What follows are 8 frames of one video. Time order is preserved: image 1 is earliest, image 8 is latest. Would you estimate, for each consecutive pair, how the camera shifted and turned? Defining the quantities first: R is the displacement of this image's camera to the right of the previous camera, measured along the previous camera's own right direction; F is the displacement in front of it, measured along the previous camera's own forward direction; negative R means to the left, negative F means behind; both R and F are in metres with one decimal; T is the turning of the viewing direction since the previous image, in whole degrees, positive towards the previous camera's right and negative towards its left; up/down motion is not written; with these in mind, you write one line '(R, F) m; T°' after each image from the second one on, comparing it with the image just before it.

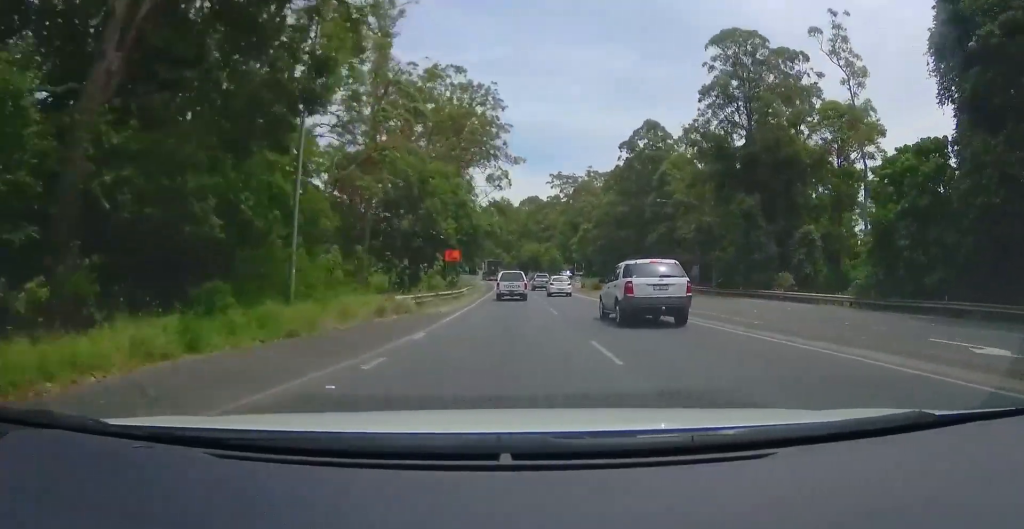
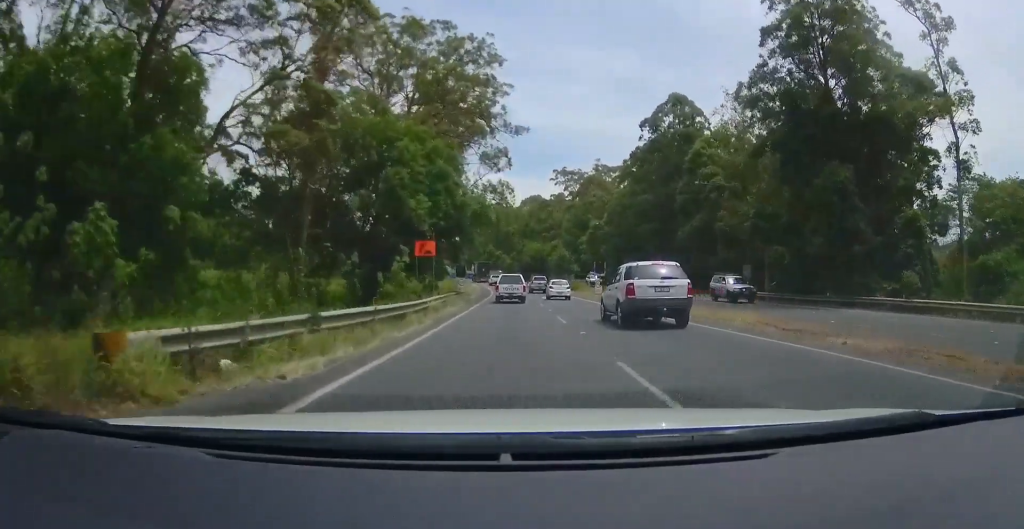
(-0.6, +14.6) m; -3°
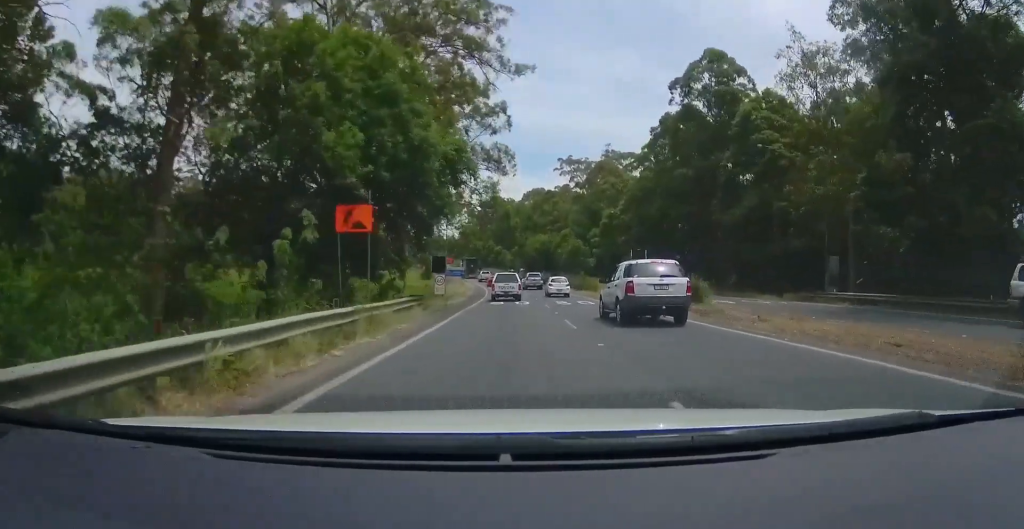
(-0.4, +14.9) m; +1°
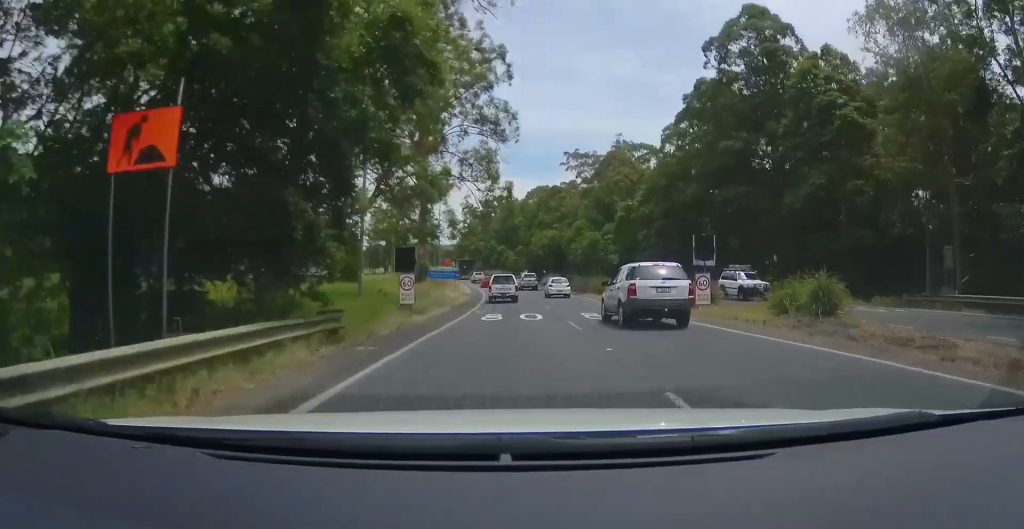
(+0.5, +11.3) m; 0°
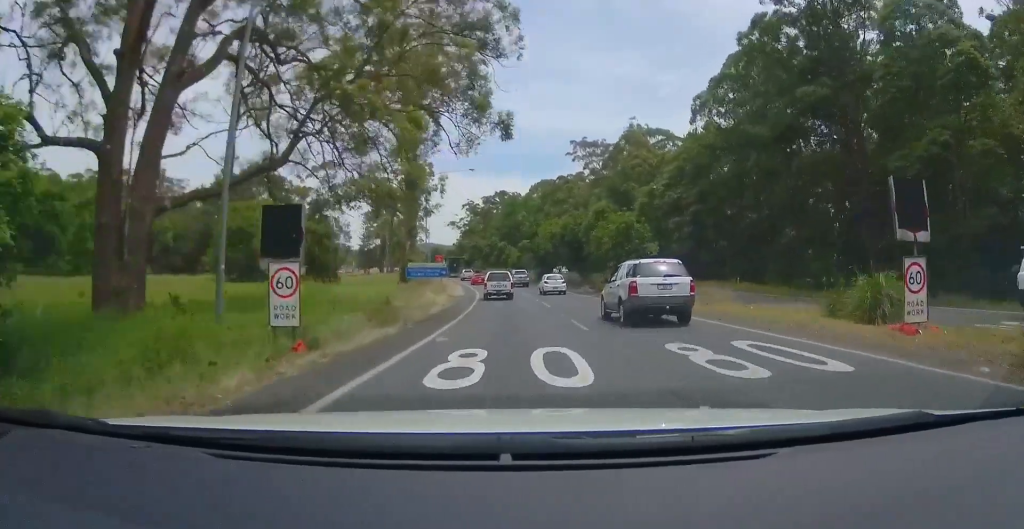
(+0.2, +12.1) m; 0°
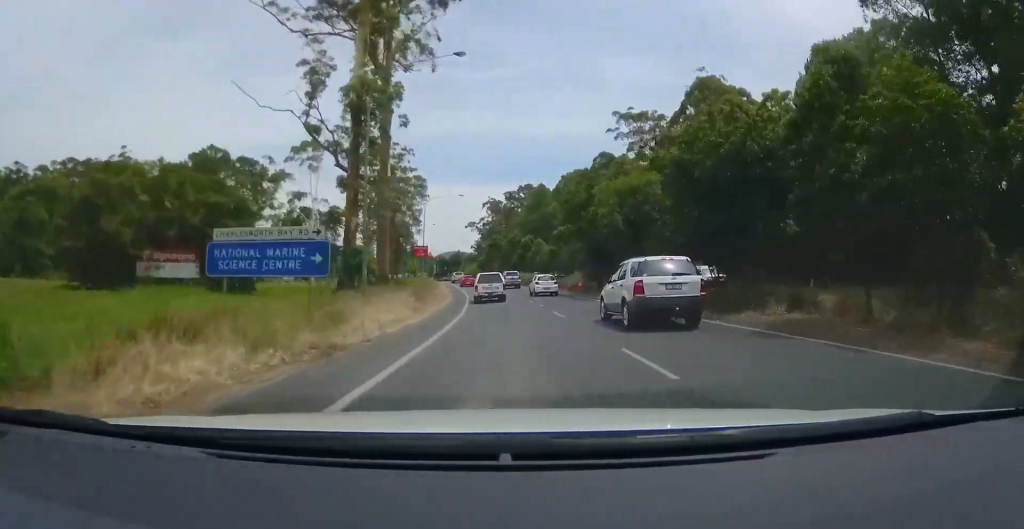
(-0.2, +31.0) m; -1°
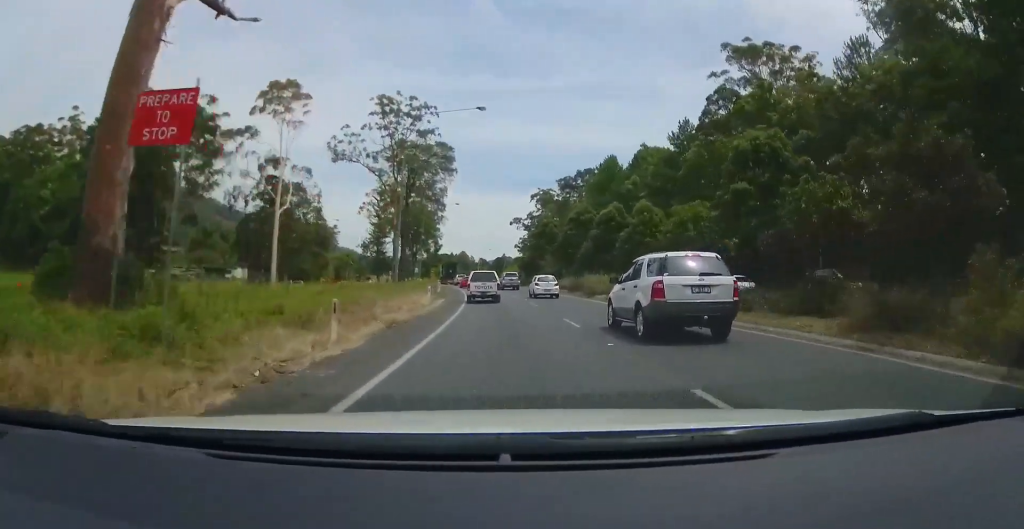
(-1.1, +39.2) m; -4°
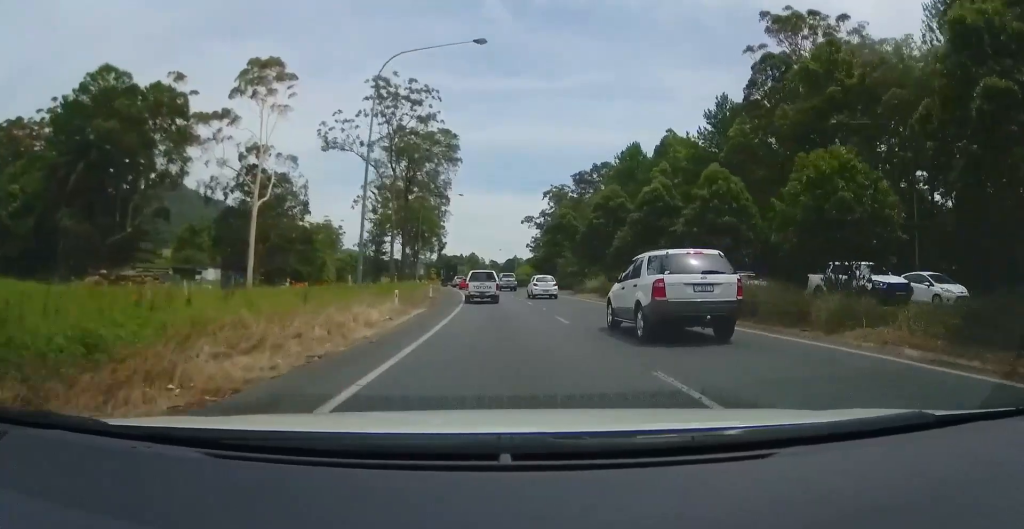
(-0.5, +10.9) m; -1°
